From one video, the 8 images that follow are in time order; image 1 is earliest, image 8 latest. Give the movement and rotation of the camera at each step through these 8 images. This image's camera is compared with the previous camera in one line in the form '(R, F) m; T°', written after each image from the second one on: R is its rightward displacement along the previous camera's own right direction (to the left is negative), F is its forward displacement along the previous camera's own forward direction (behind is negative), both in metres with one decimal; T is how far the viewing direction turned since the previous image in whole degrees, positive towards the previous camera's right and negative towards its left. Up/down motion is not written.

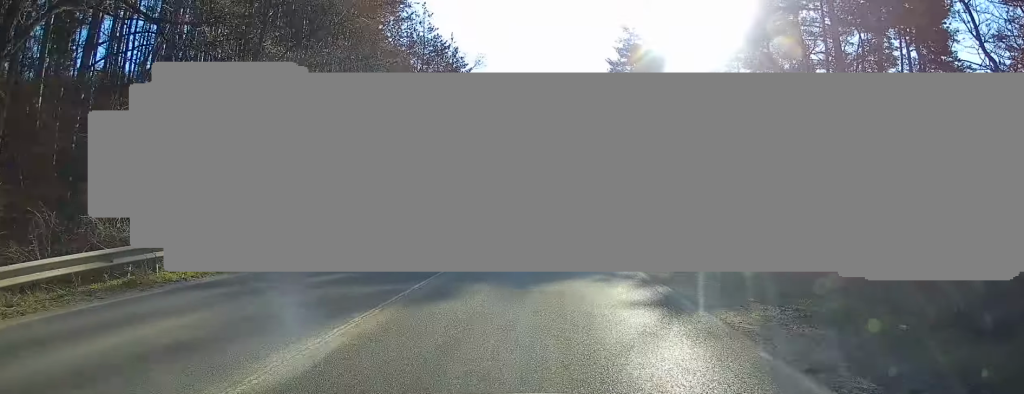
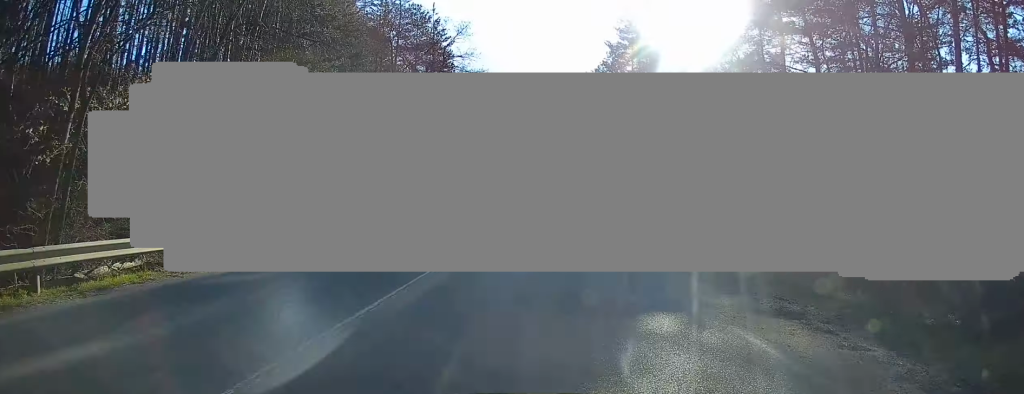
(0.0, +7.2) m; 0°
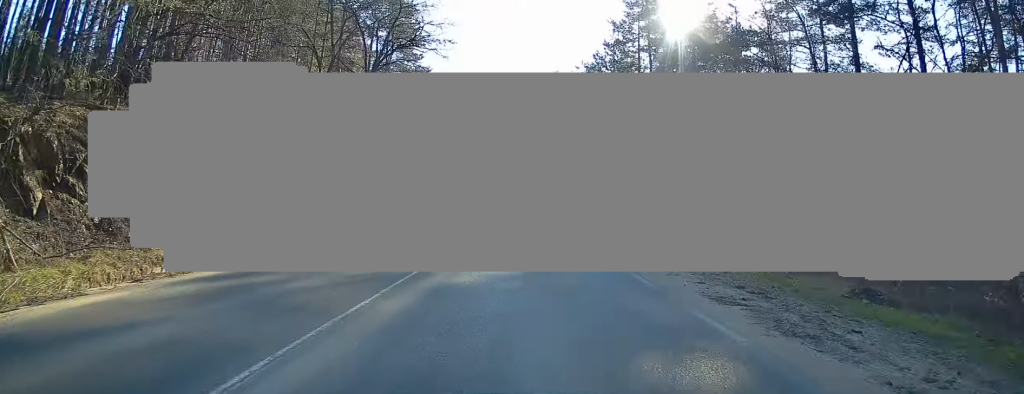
(0.0, +11.3) m; 0°
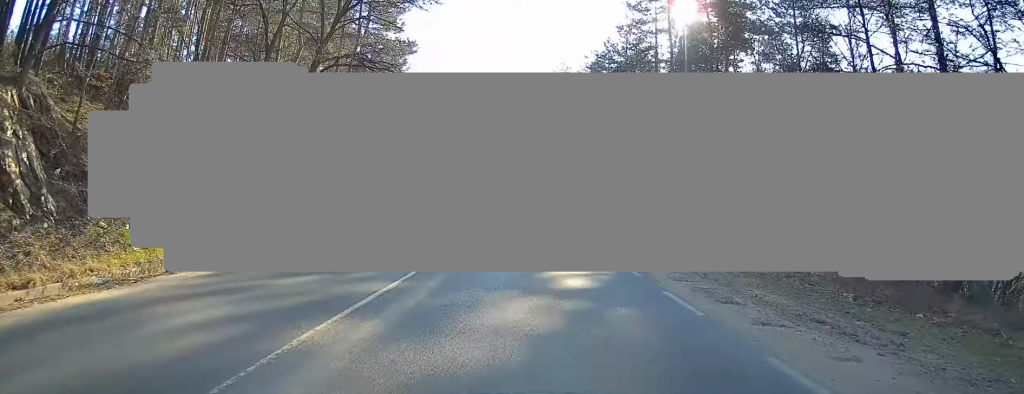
(0.0, +7.0) m; 0°
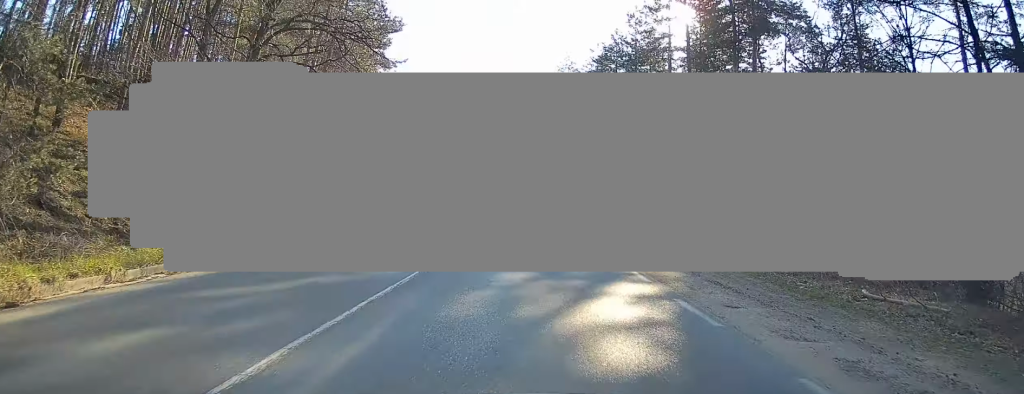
(0.0, +4.8) m; 0°
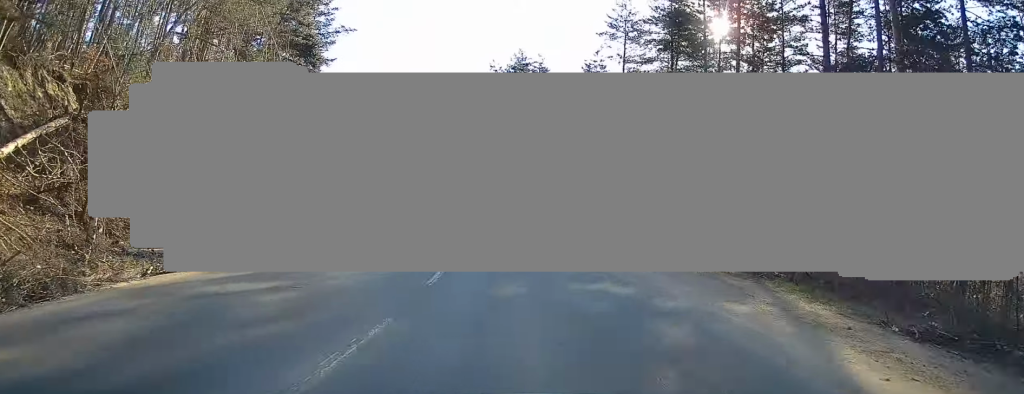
(-0.6, +23.3) m; -6°
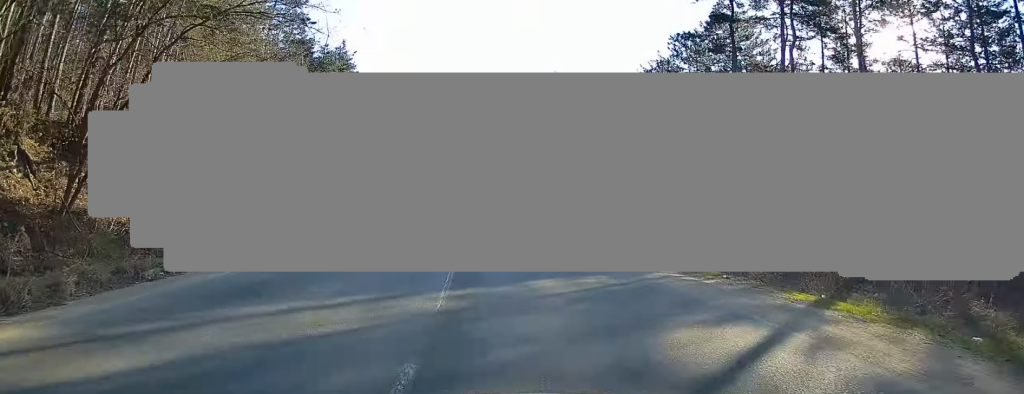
(-5.2, +37.4) m; -14°
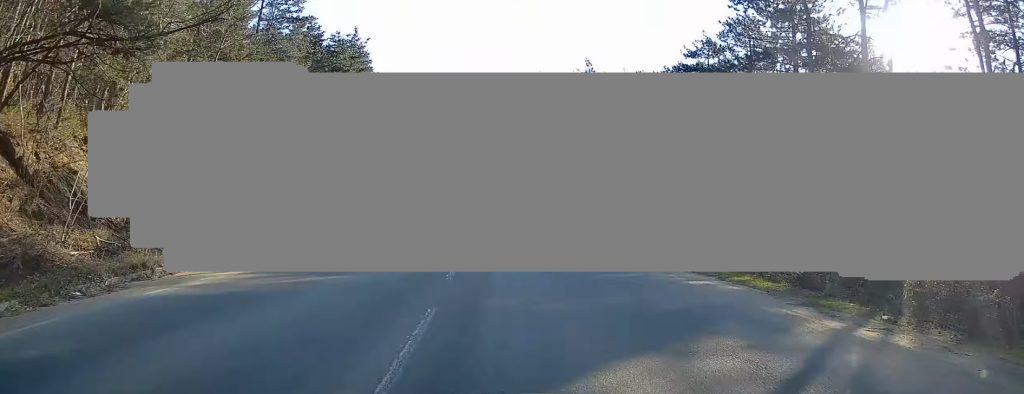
(0.0, +6.4) m; -2°
